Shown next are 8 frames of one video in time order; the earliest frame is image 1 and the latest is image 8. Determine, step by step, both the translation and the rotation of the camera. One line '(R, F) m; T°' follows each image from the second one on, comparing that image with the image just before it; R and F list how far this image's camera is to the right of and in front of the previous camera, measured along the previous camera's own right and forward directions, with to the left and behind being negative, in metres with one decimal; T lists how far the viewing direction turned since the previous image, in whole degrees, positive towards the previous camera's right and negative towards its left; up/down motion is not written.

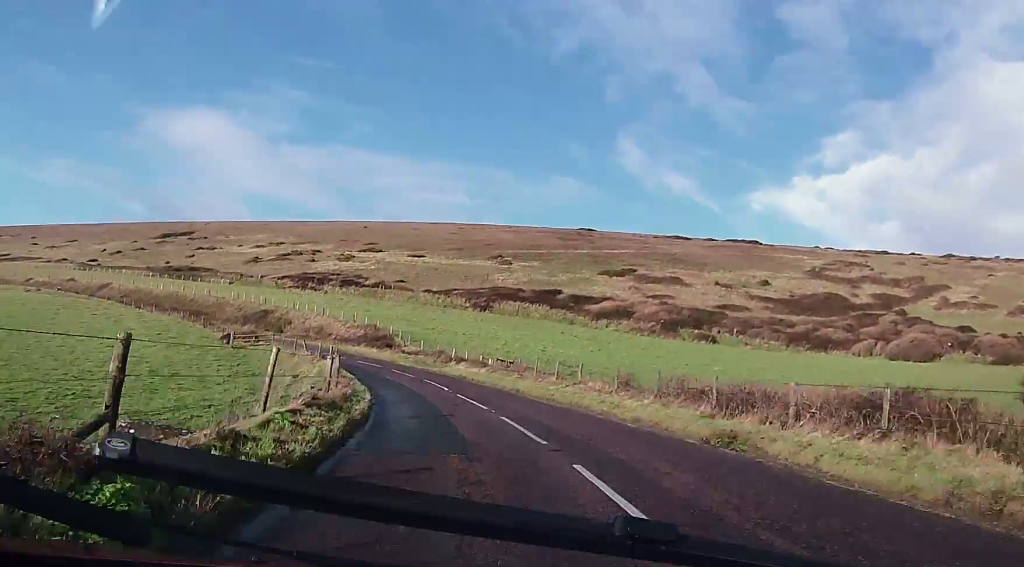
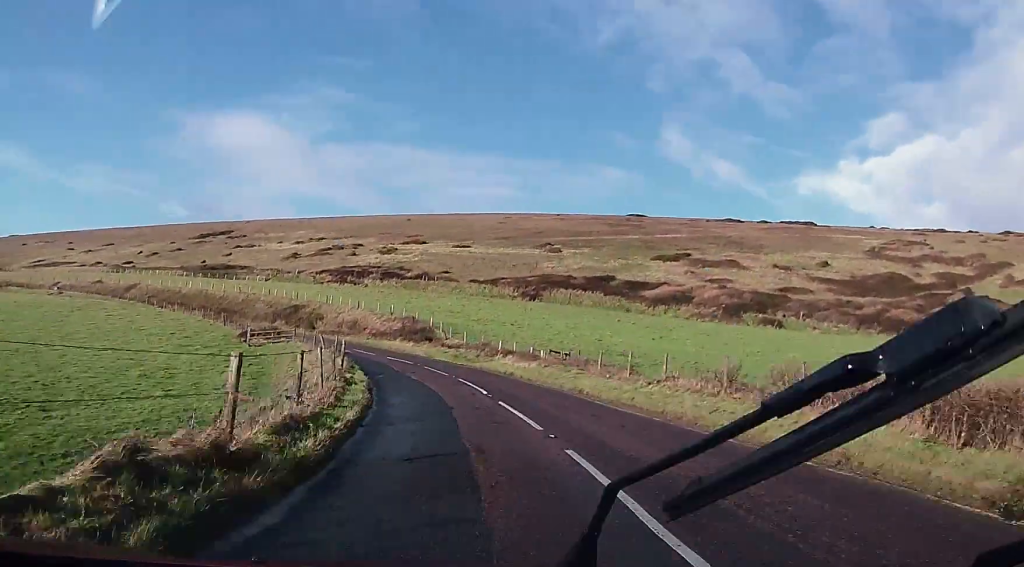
(-0.2, +7.2) m; -3°
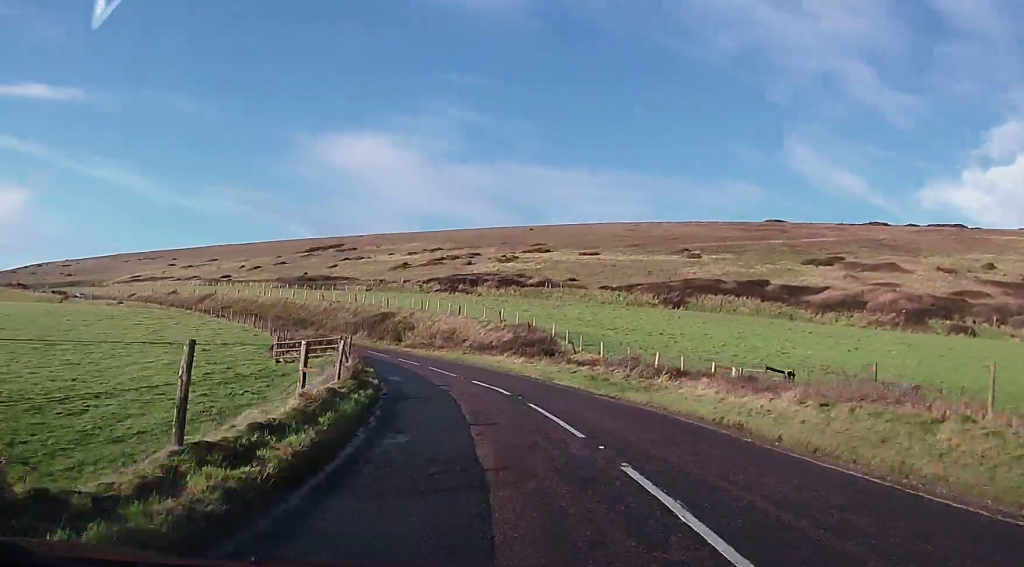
(-1.0, +17.7) m; -10°
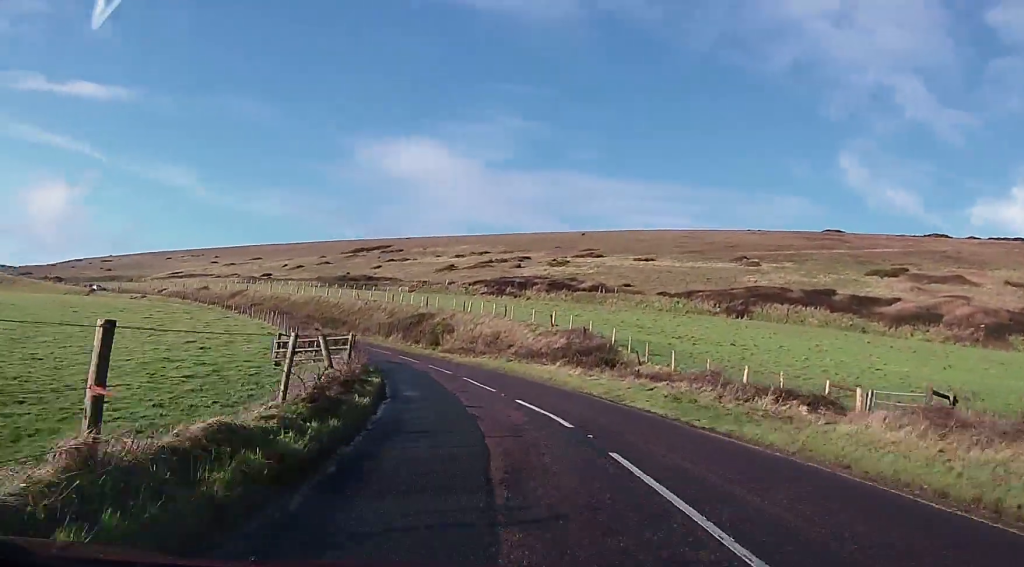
(-0.7, +6.3) m; -4°
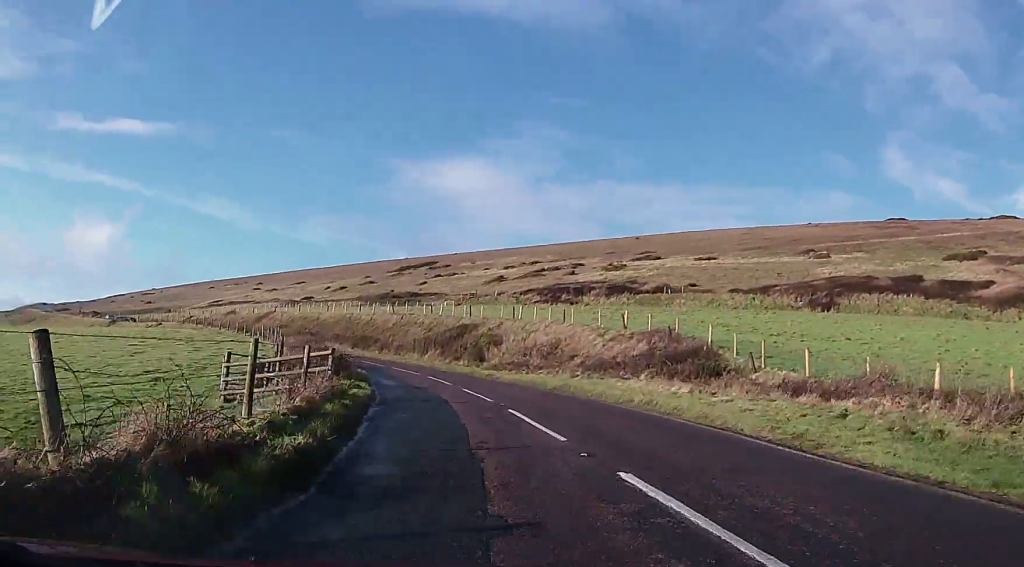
(-0.6, +9.6) m; -6°
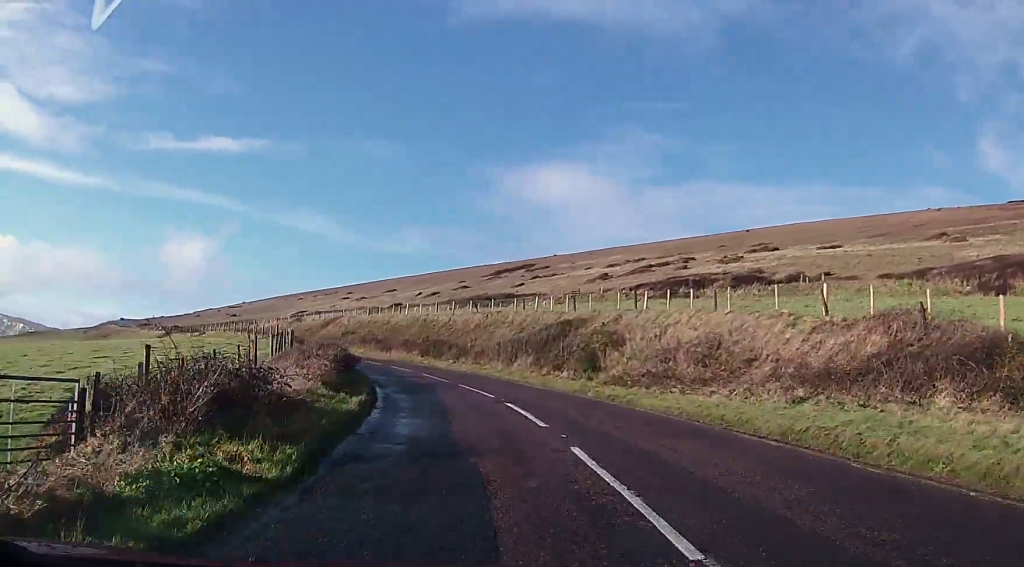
(-0.7, +14.0) m; -7°
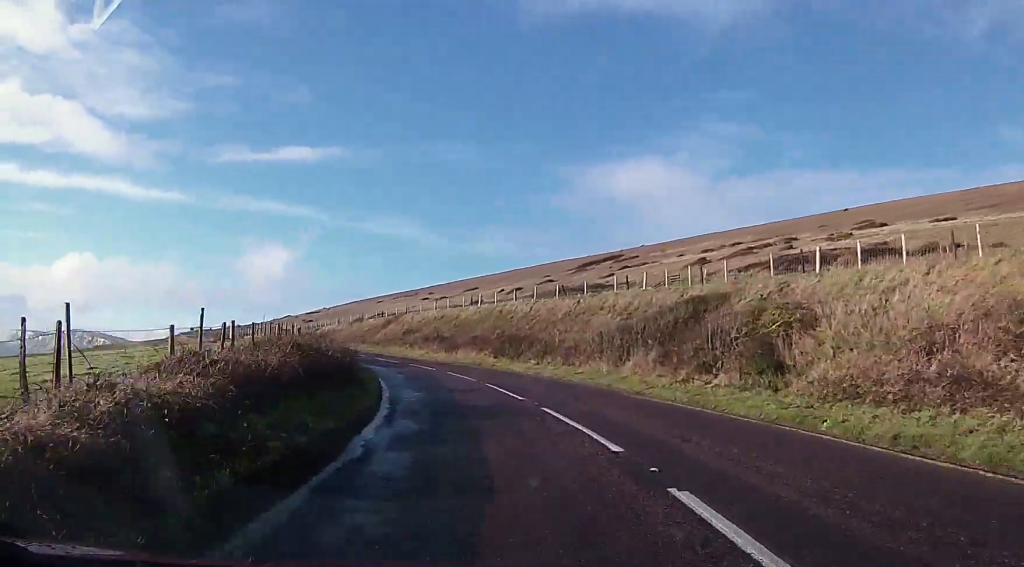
(-0.7, +11.9) m; -6°
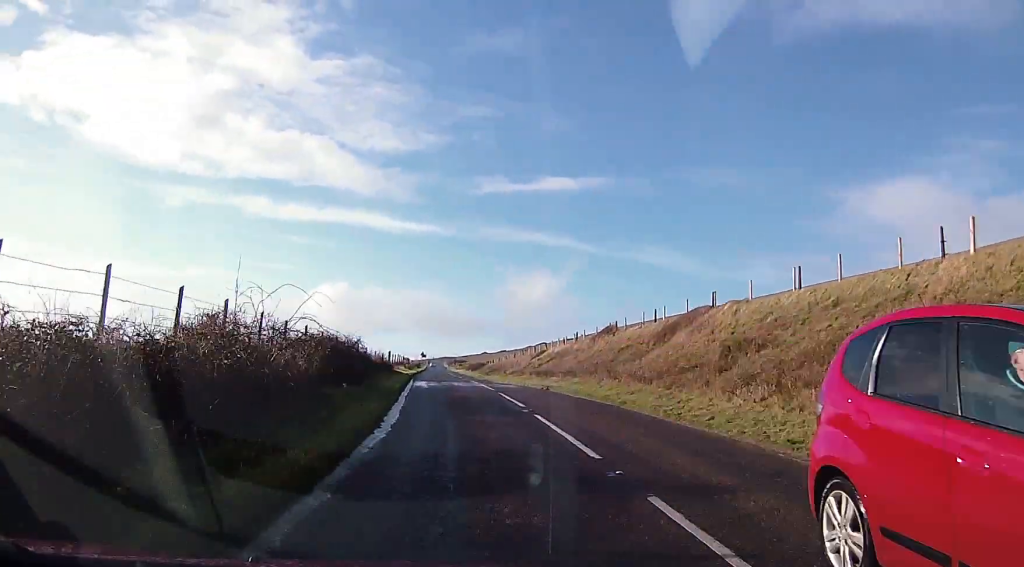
(-6.9, +38.4) m; -21°
